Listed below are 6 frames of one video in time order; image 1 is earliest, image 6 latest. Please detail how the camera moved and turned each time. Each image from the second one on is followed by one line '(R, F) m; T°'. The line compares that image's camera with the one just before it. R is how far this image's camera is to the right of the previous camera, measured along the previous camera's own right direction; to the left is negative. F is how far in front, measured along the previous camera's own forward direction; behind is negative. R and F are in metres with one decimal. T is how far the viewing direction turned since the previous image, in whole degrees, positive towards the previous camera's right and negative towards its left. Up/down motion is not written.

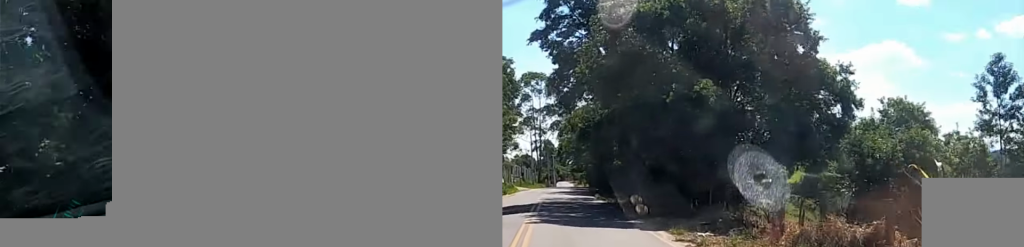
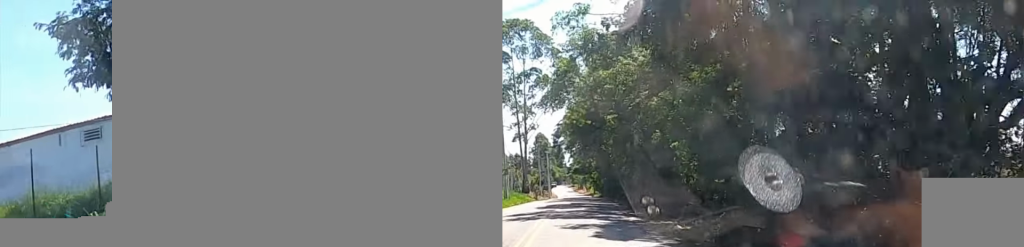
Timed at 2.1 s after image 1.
(+1.2, +38.5) m; +3°
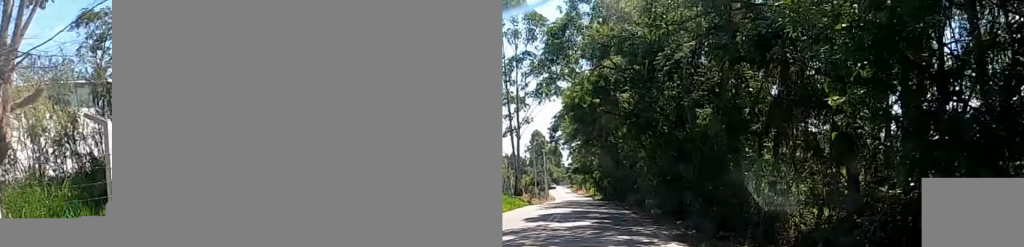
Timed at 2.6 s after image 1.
(+0.5, +8.1) m; 0°
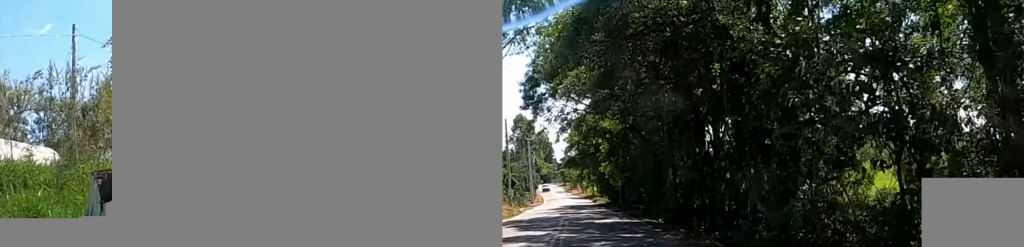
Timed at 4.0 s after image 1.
(-1.2, +21.5) m; -2°
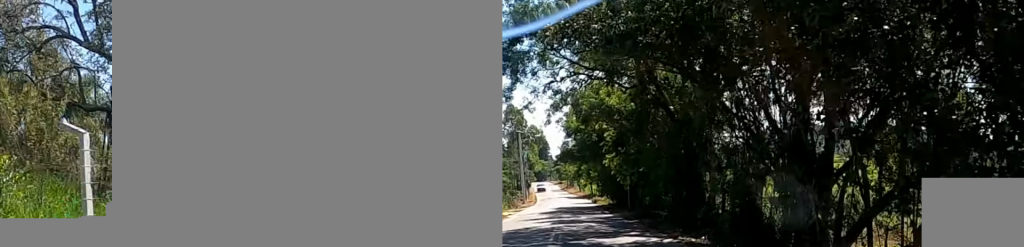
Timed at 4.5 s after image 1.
(+0.2, +7.5) m; +1°
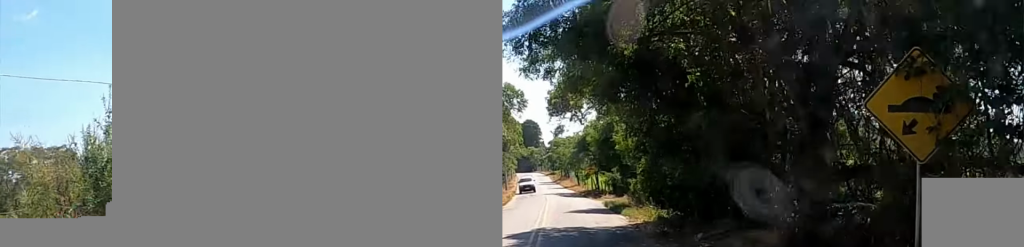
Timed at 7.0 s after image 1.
(+0.5, +23.4) m; -1°
